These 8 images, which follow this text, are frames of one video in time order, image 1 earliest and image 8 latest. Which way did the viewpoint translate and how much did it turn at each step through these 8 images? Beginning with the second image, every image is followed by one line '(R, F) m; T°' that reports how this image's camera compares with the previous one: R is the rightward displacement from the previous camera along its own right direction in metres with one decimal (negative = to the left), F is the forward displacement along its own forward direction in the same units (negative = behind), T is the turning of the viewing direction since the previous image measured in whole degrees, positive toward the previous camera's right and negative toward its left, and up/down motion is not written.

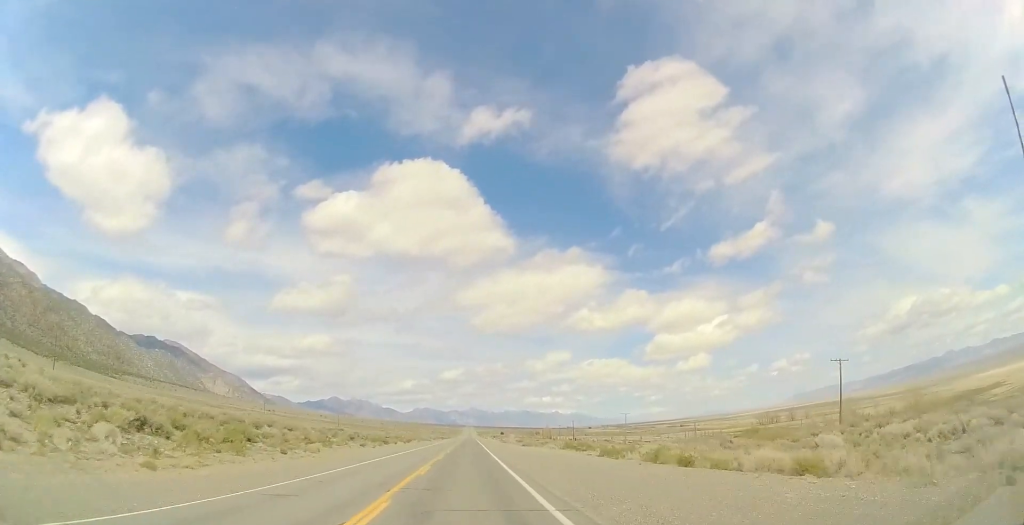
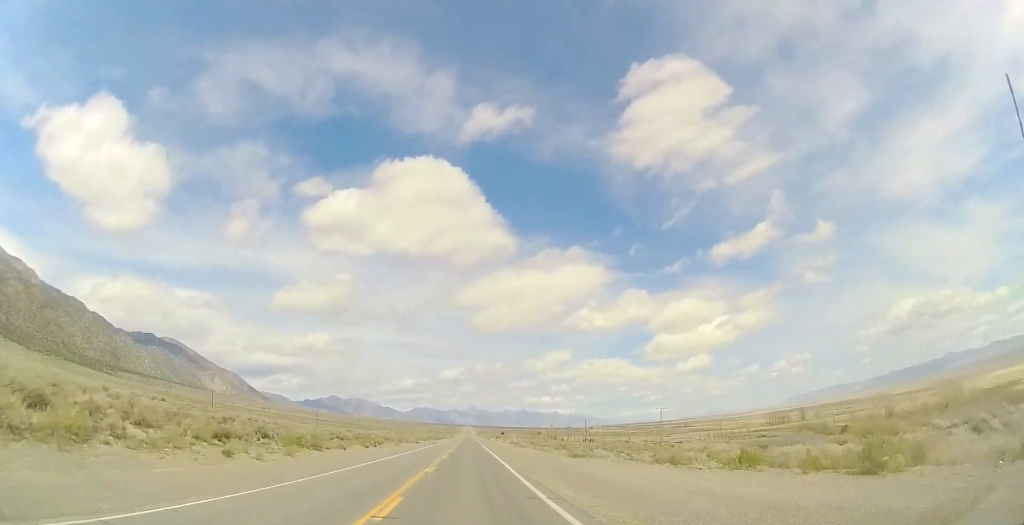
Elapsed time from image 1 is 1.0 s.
(-0.3, +34.4) m; -1°
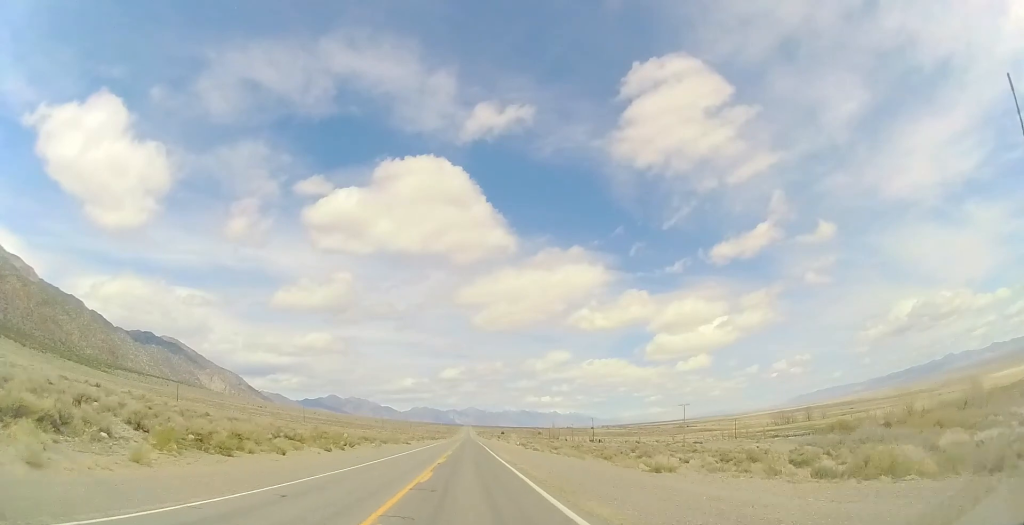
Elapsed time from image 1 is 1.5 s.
(-0.2, +16.7) m; 0°
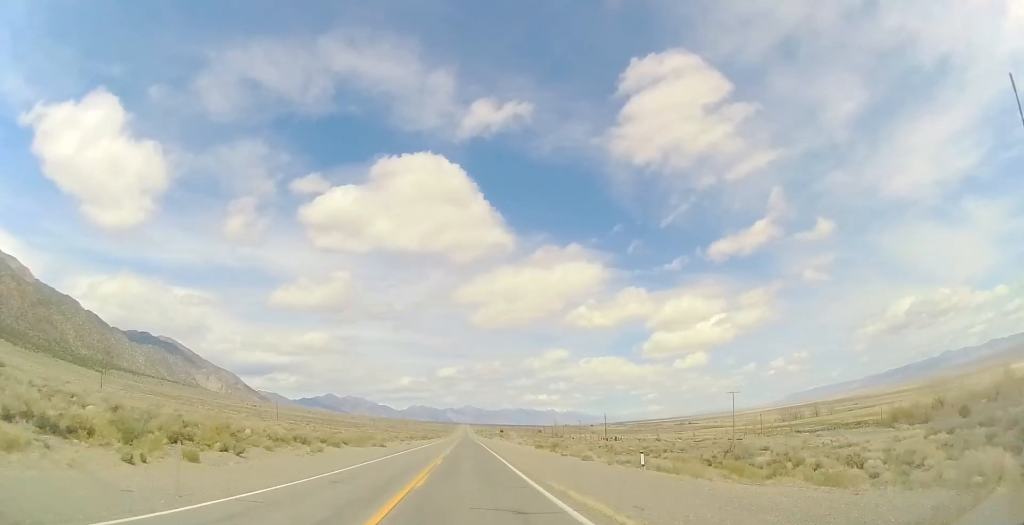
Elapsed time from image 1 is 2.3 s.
(+0.2, +26.7) m; 0°
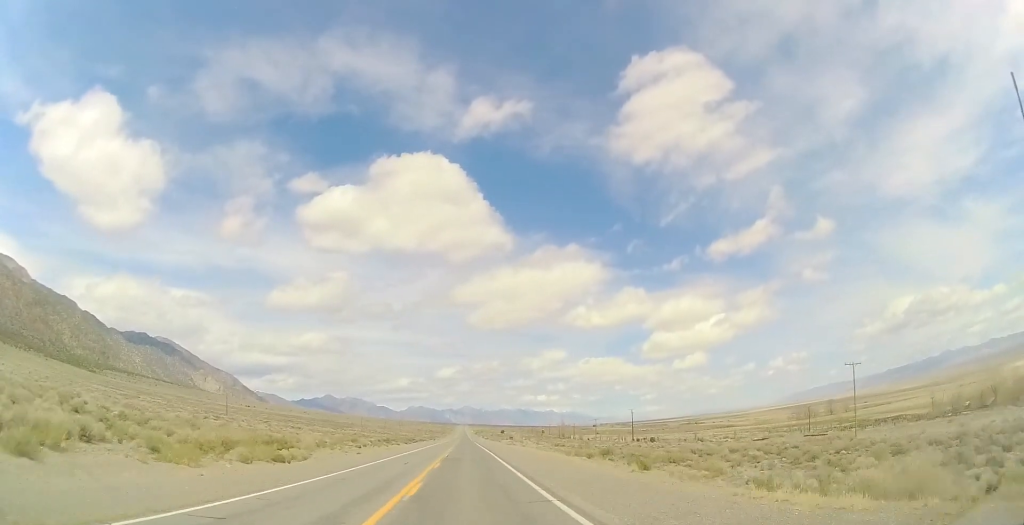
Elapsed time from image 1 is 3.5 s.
(+0.2, +37.9) m; 0°
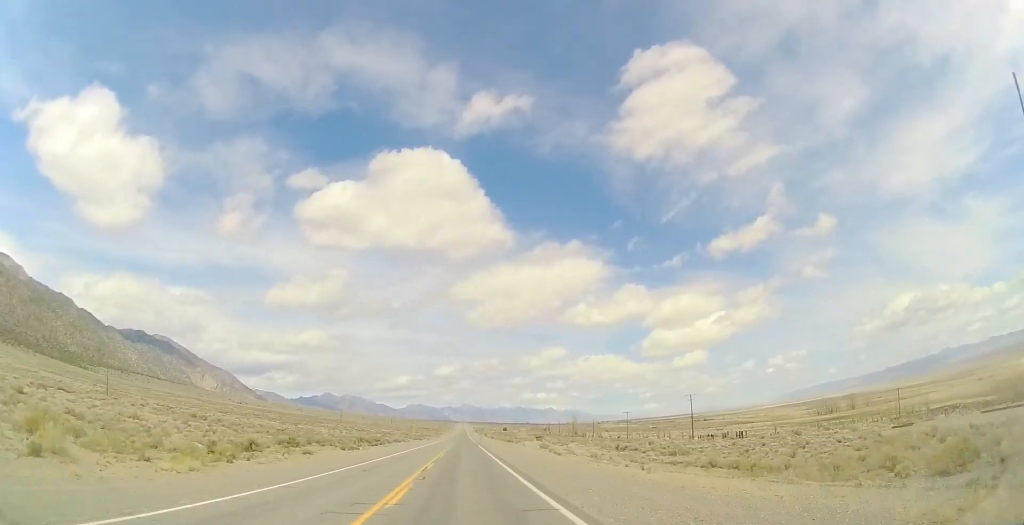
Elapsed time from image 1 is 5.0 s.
(0.0, +51.2) m; 0°
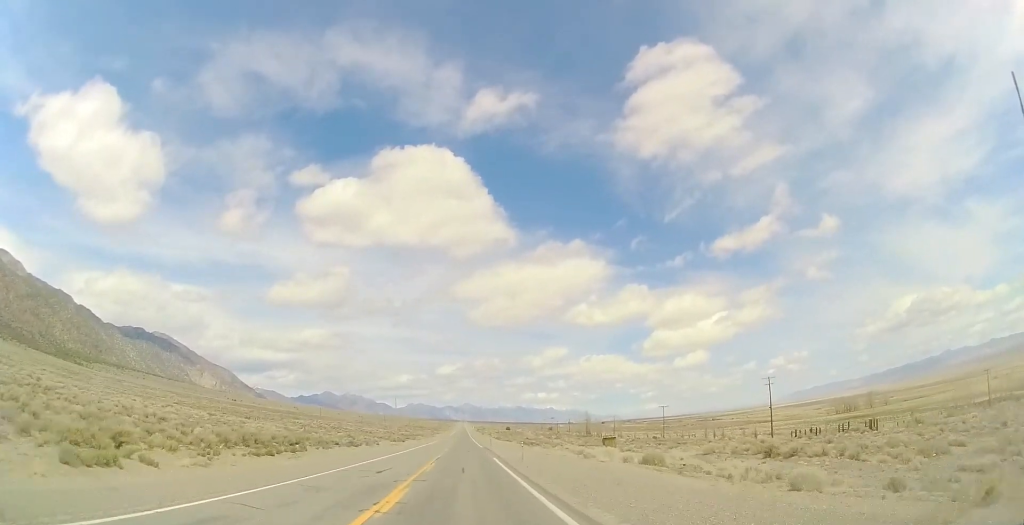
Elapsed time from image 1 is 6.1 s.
(0.0, +38.0) m; 0°
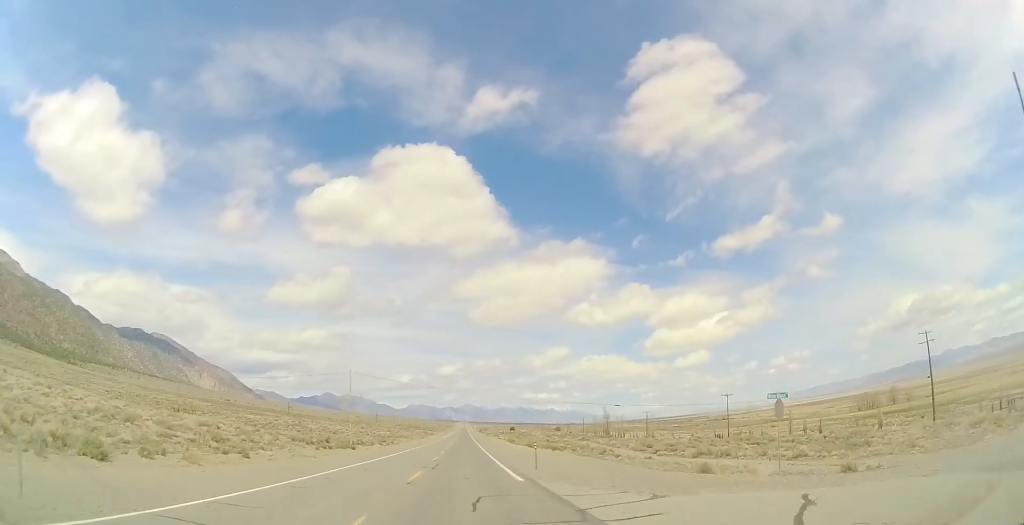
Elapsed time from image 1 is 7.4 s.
(0.0, +42.5) m; 0°
